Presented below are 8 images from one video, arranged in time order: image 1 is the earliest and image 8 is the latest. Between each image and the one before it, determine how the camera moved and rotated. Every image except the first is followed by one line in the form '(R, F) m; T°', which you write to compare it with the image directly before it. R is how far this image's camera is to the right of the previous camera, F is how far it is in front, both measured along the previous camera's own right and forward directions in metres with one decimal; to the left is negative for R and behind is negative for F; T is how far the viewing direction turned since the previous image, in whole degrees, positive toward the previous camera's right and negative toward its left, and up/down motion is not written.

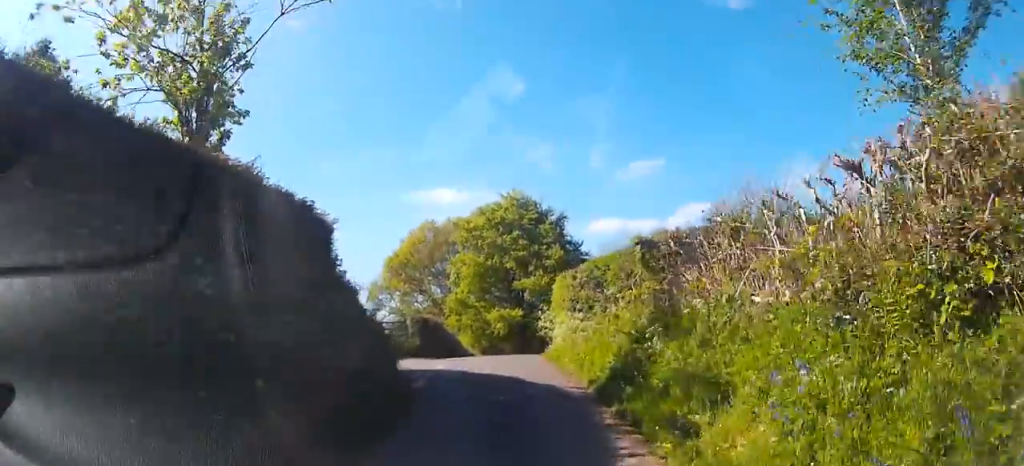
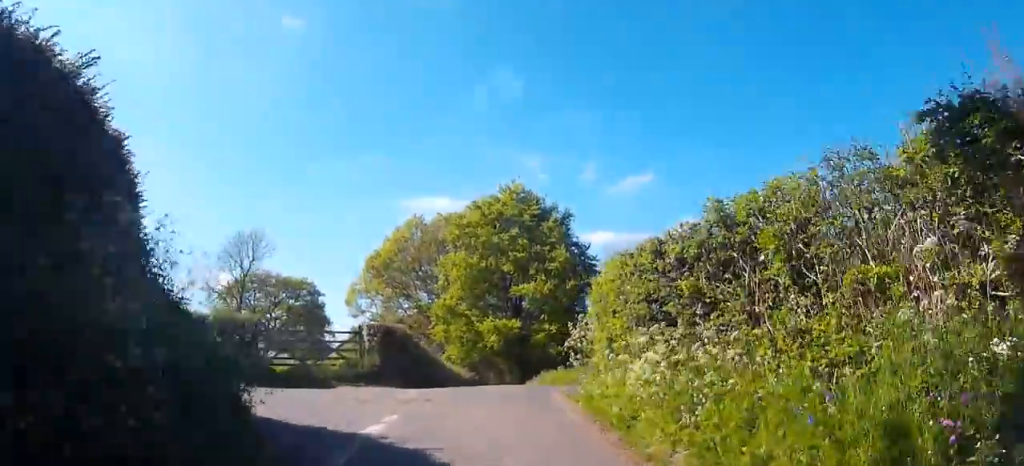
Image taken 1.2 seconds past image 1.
(+0.7, +8.6) m; 0°
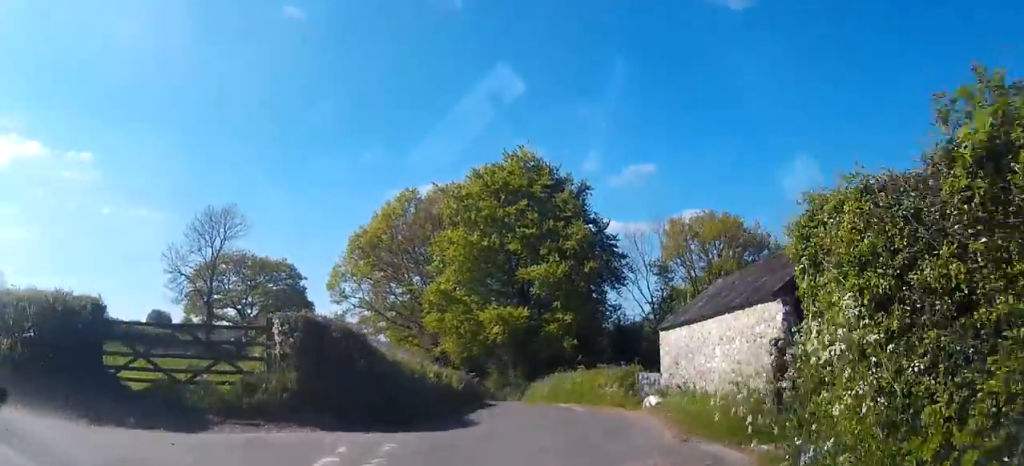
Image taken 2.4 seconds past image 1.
(-0.7, +8.5) m; -5°
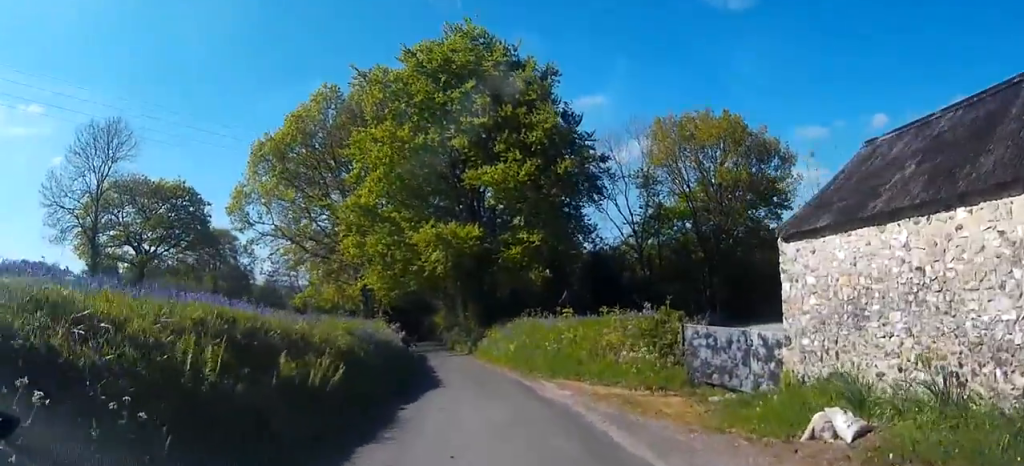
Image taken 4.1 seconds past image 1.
(+0.1, +12.2) m; 0°
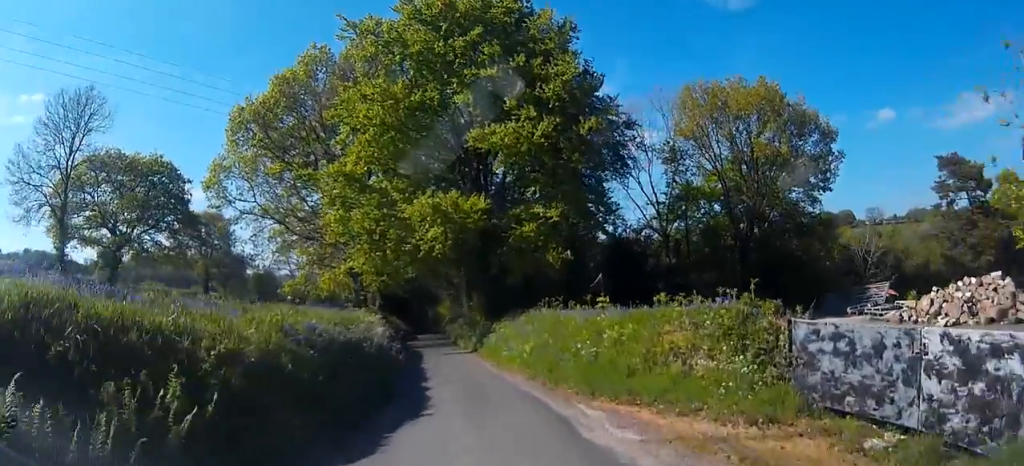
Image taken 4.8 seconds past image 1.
(0.0, +5.0) m; -1°
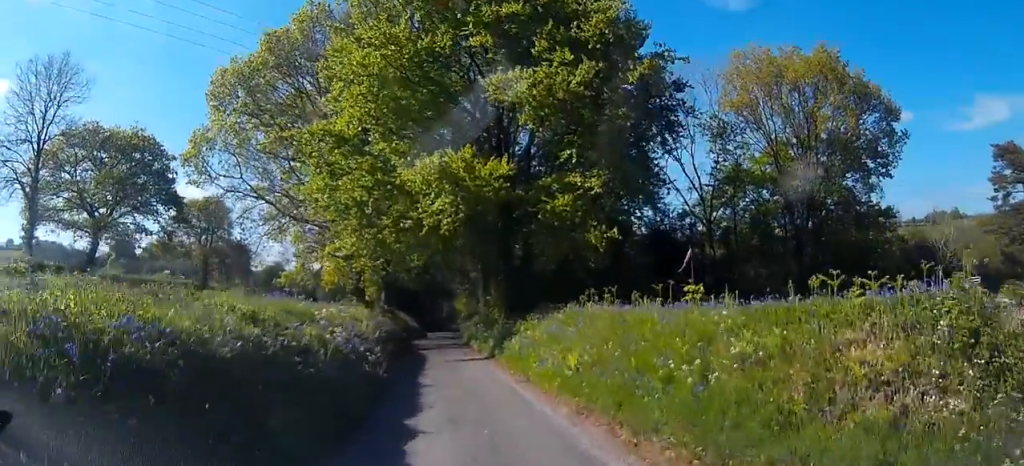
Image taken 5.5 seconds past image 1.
(-0.1, +5.8) m; -2°
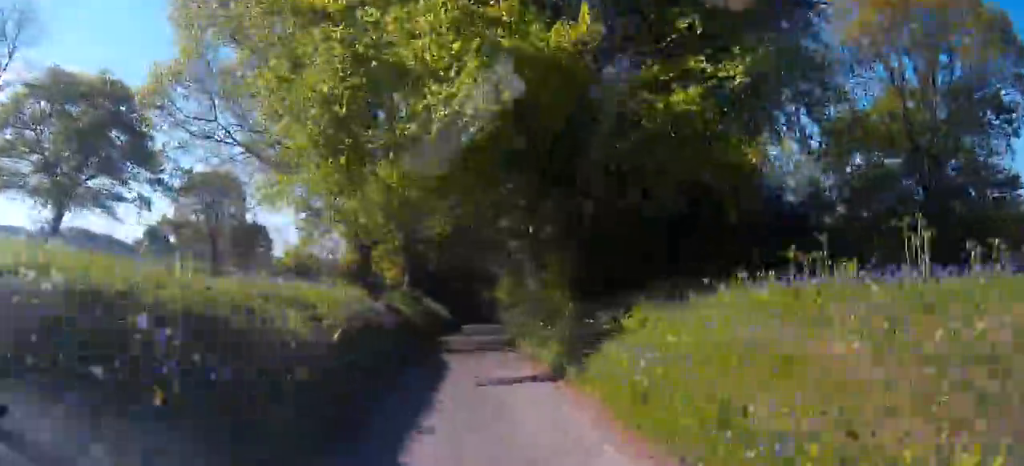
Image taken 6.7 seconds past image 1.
(-0.3, +9.2) m; -4°
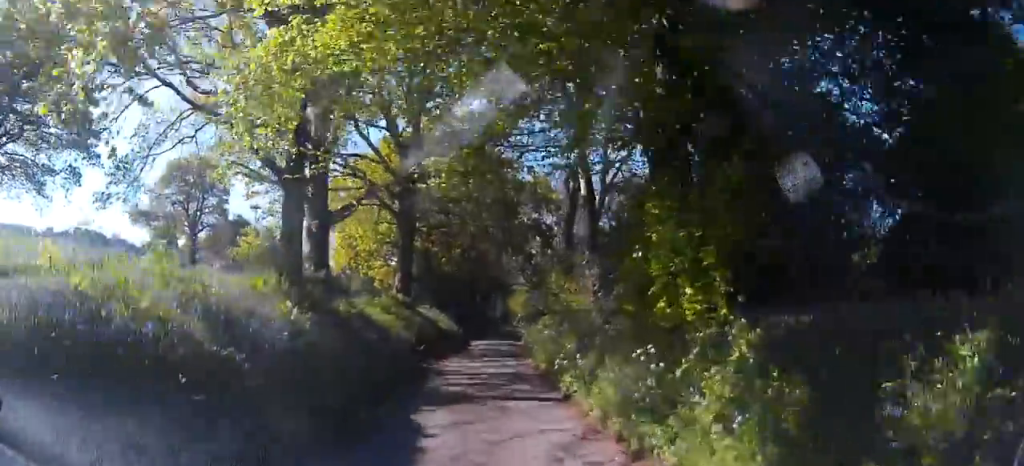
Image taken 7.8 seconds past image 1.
(-0.4, +9.2) m; -3°
